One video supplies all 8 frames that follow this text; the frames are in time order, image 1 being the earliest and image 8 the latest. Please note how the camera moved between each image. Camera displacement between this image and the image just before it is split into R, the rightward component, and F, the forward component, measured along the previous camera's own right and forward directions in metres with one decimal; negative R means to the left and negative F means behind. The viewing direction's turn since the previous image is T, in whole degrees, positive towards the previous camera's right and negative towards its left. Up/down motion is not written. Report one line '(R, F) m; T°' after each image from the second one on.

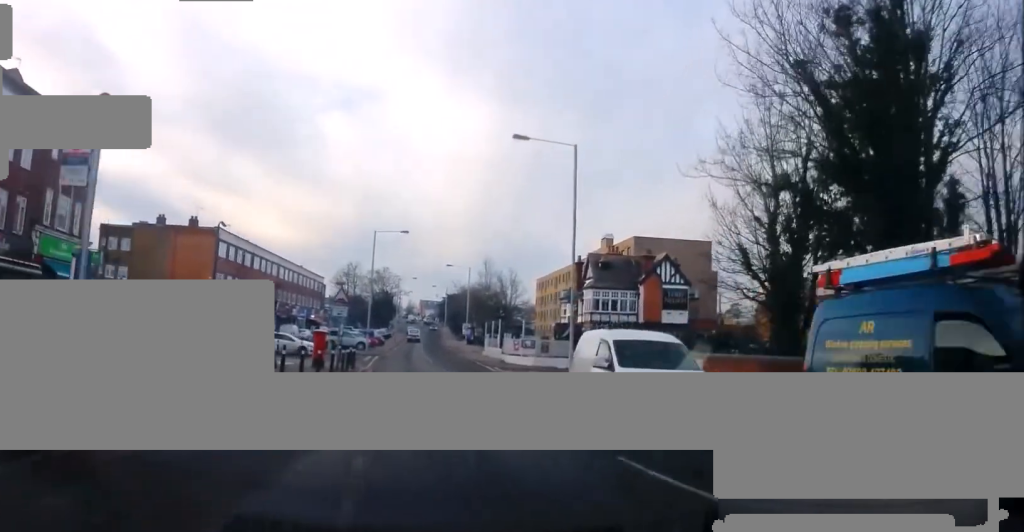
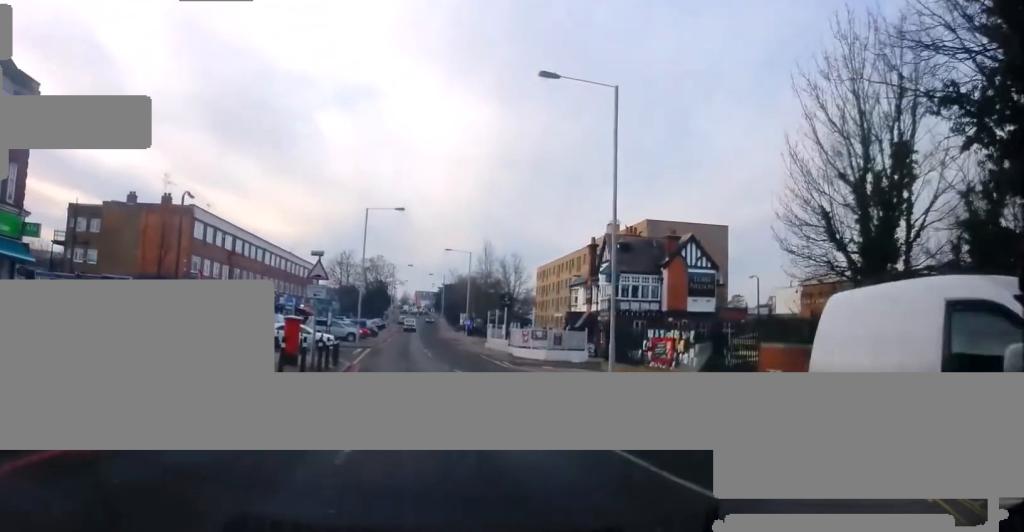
(+0.1, +6.2) m; 0°
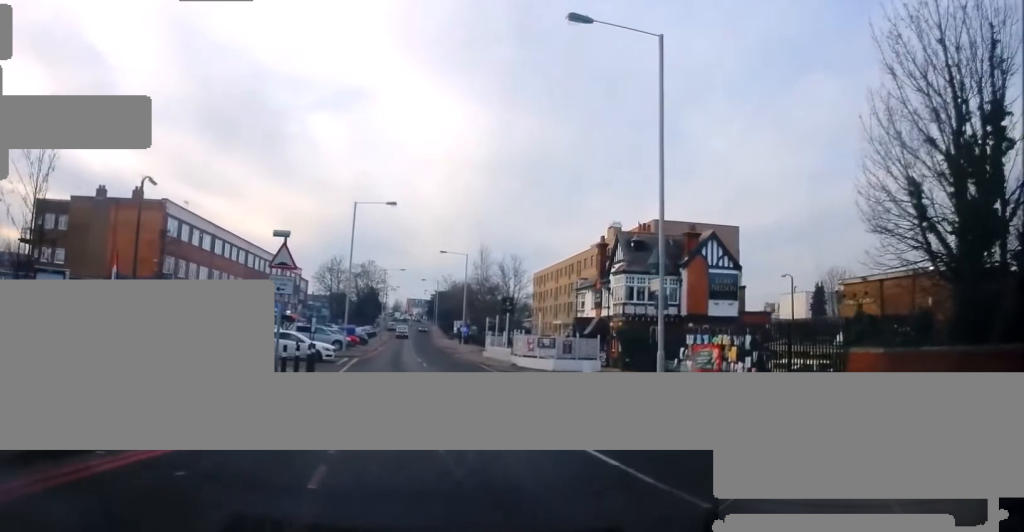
(0.0, +5.1) m; 0°
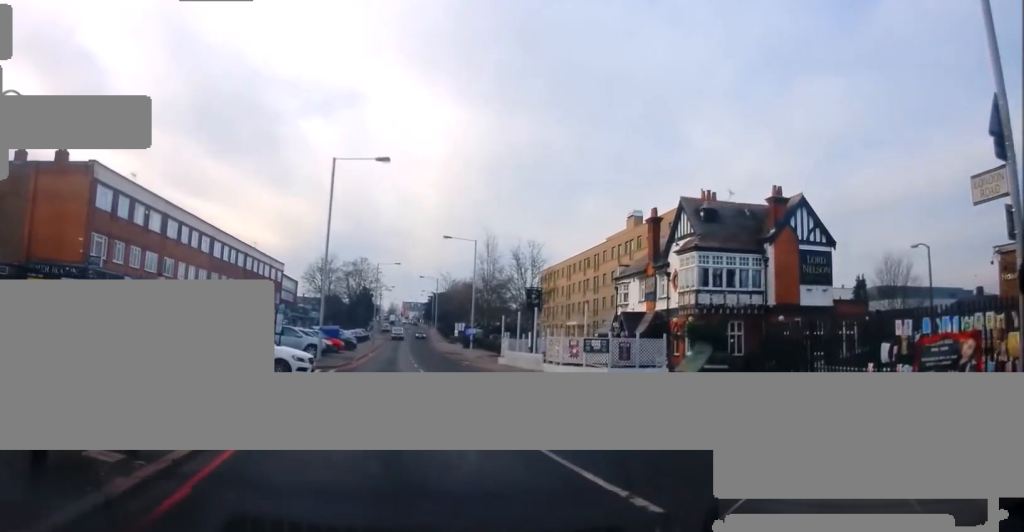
(0.0, +11.7) m; 0°
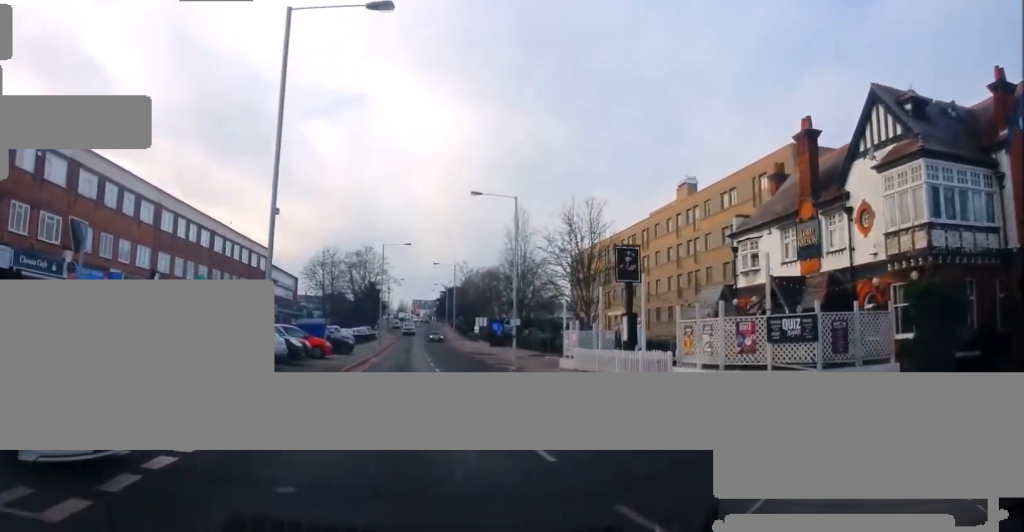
(-0.4, +16.3) m; -1°
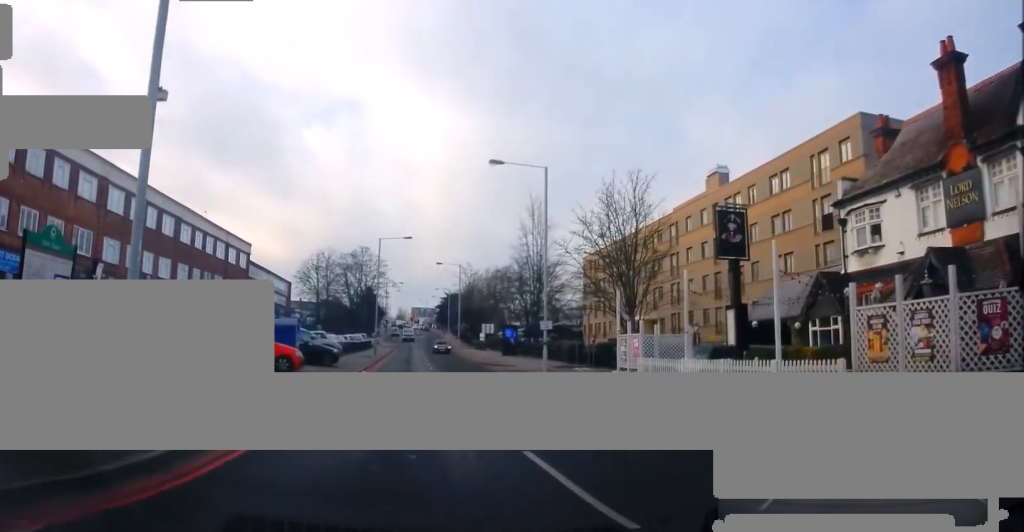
(+0.2, +8.7) m; +1°
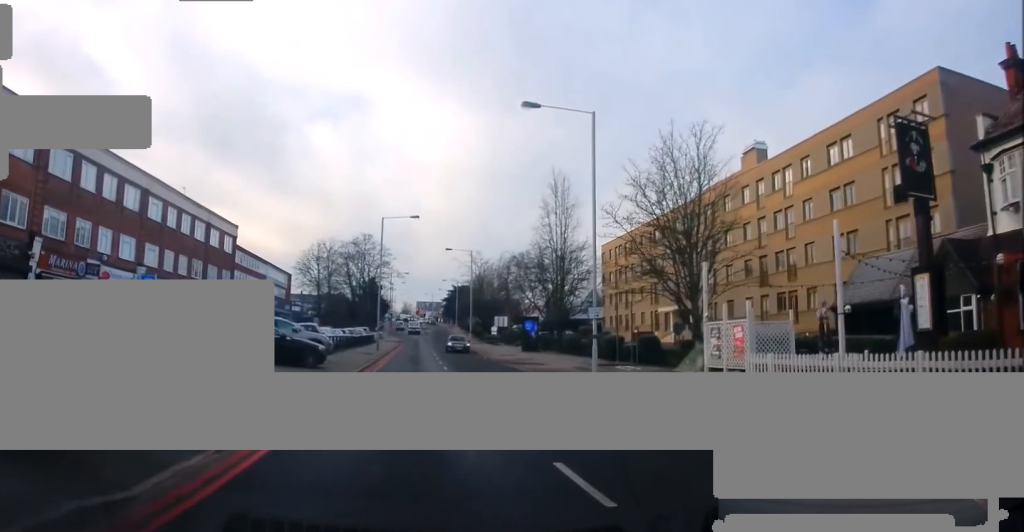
(-0.1, +7.4) m; -2°
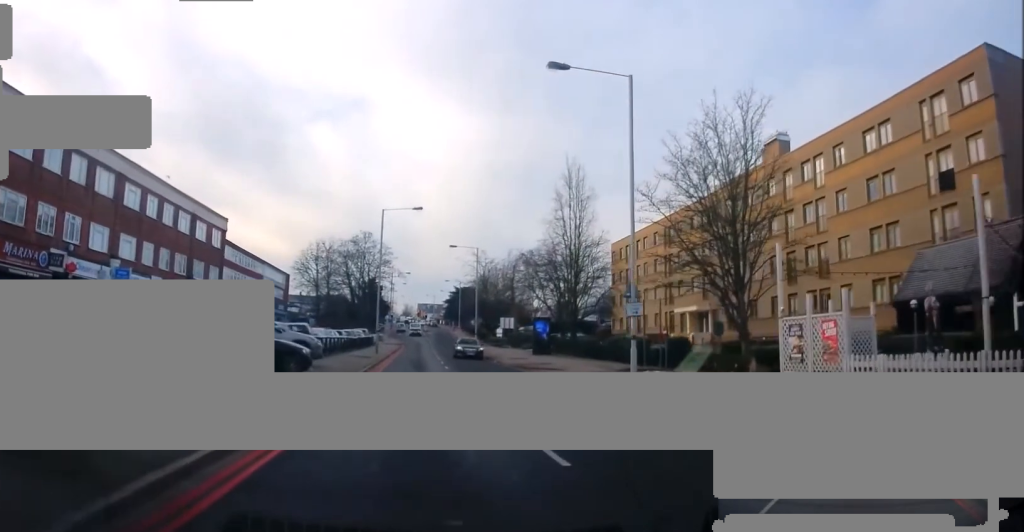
(0.0, +4.1) m; -1°
